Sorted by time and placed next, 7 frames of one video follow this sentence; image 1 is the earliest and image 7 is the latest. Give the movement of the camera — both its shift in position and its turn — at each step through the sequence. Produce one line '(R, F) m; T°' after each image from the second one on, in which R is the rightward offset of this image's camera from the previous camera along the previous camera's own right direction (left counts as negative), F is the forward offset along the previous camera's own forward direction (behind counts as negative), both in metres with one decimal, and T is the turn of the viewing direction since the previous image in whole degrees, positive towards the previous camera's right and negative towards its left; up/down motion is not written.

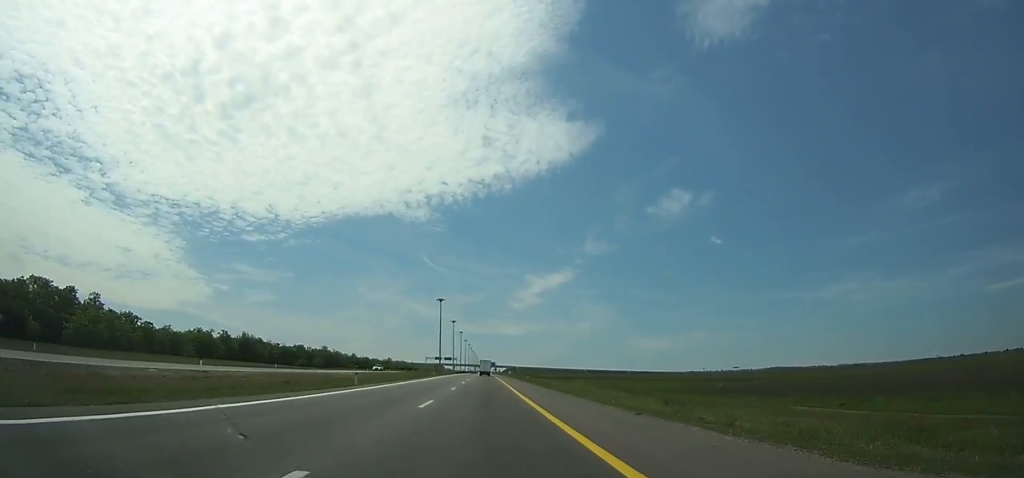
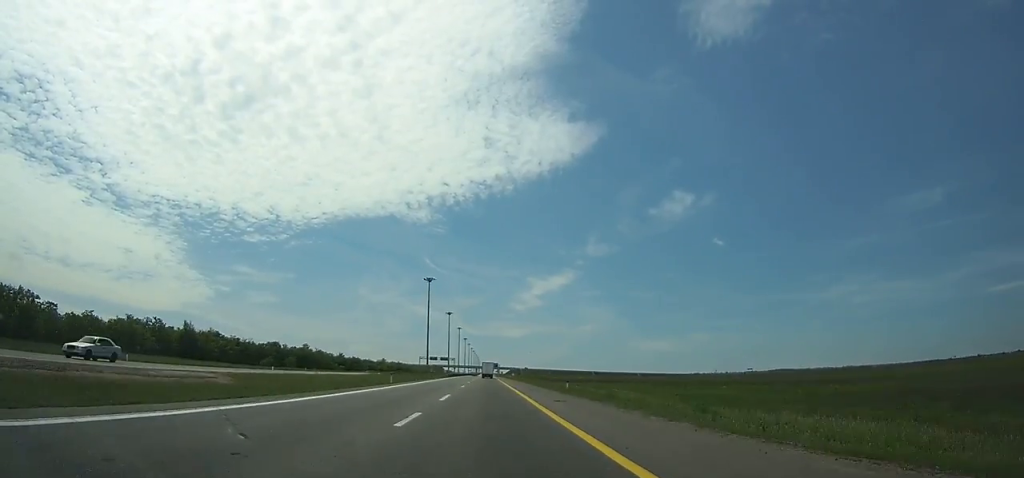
(-0.1, +39.4) m; 0°
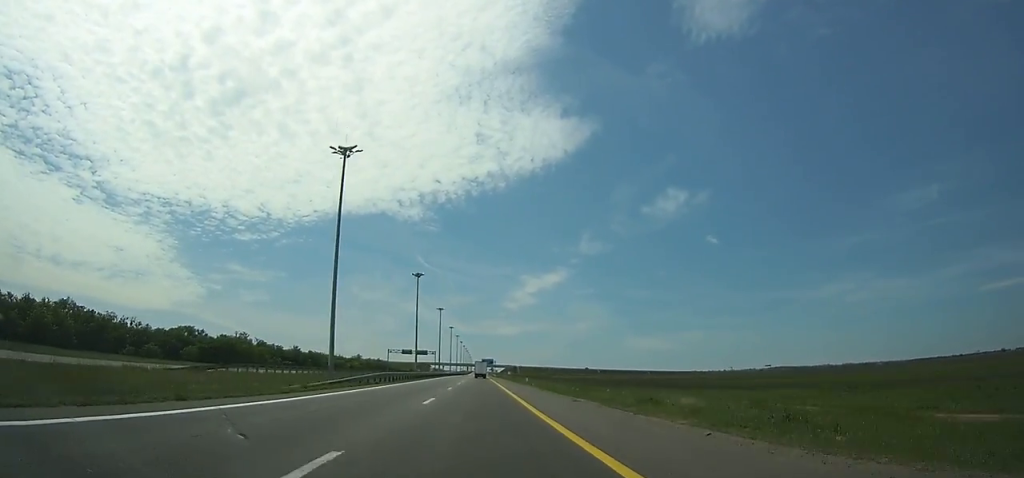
(+0.3, +71.1) m; 0°
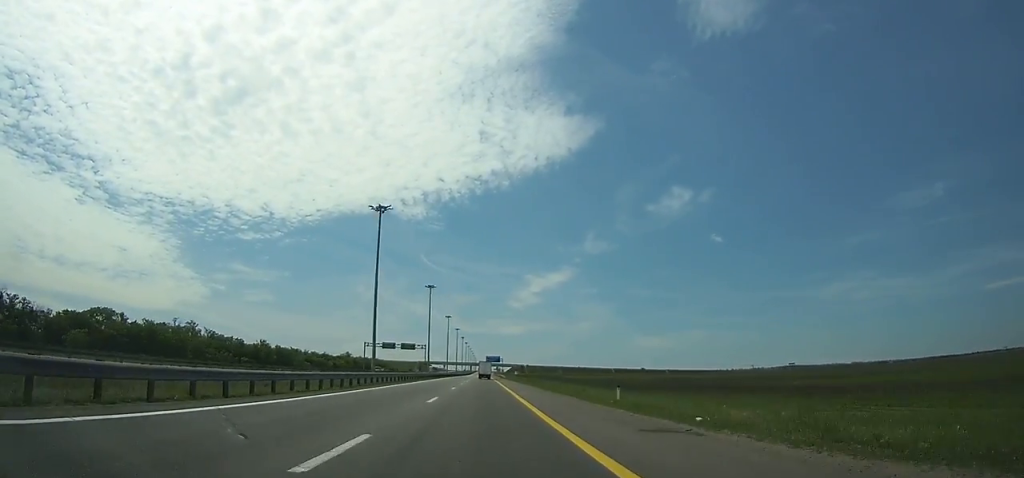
(-0.2, +45.5) m; 0°
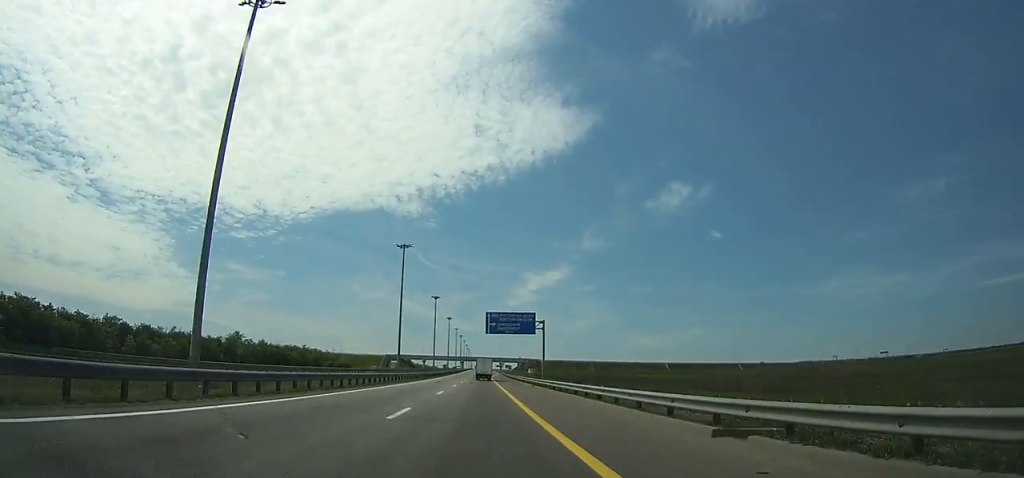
(-0.1, +166.4) m; 0°
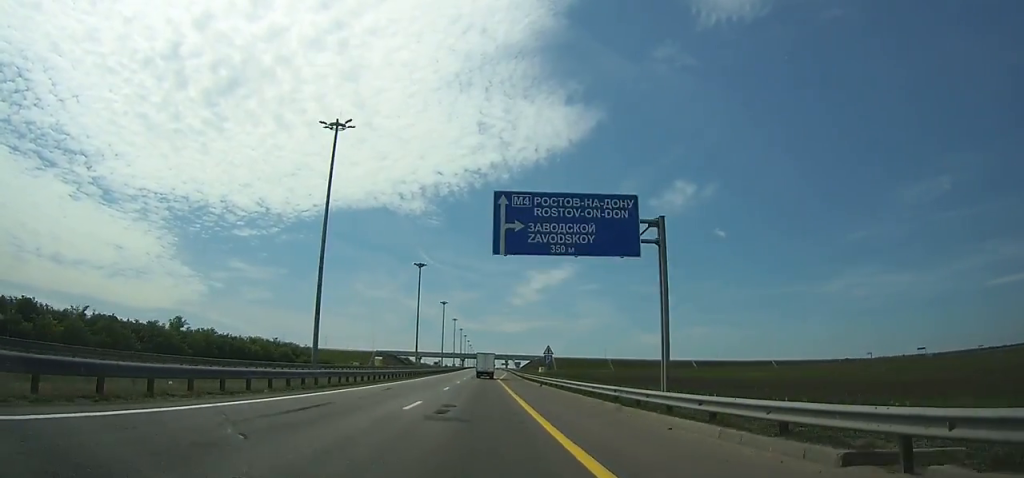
(+0.1, +43.2) m; 0°
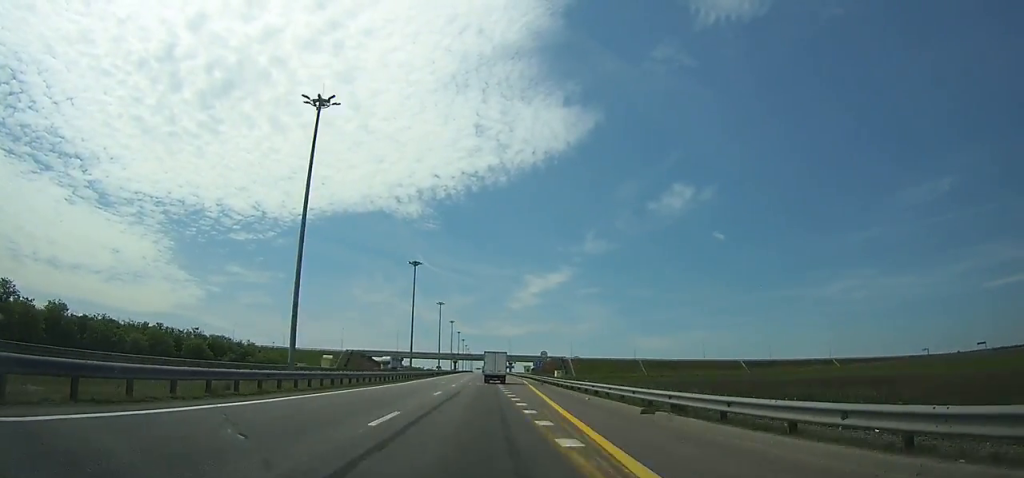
(-0.2, +68.9) m; 0°
